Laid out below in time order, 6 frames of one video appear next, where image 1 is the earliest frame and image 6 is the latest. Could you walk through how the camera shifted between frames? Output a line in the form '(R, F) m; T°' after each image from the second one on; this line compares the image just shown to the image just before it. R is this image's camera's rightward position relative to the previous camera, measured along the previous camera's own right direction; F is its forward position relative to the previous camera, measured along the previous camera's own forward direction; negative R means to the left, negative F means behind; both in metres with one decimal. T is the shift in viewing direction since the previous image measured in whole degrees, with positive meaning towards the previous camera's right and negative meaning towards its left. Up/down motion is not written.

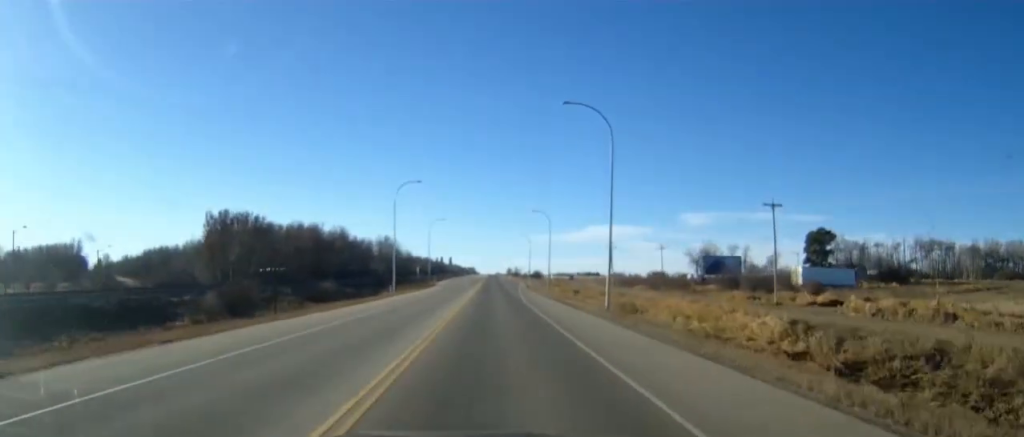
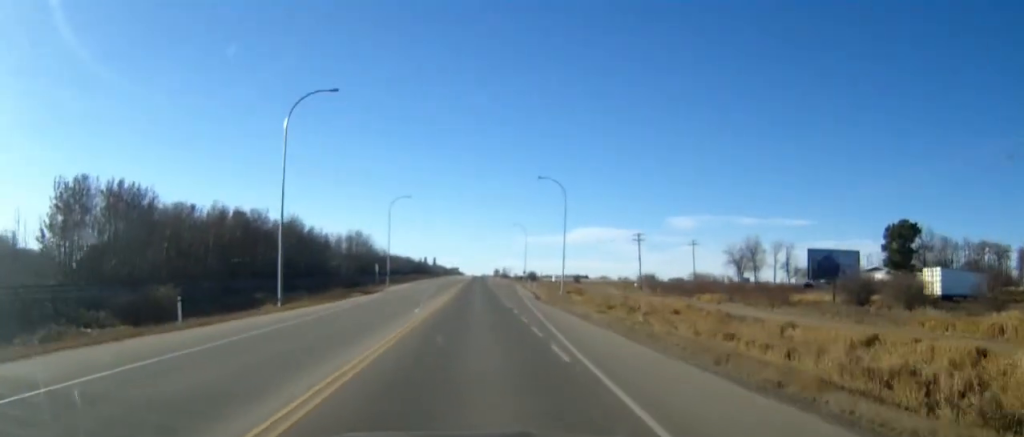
(+0.1, +42.3) m; +1°
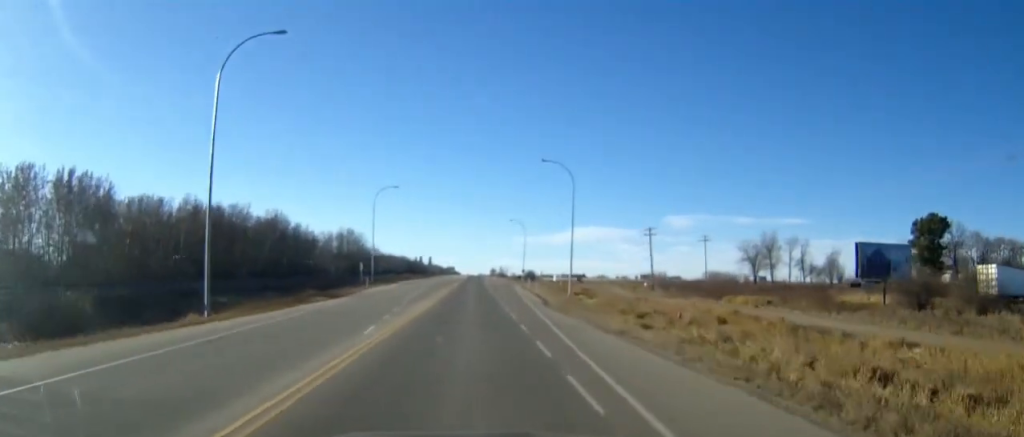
(0.0, +11.2) m; 0°
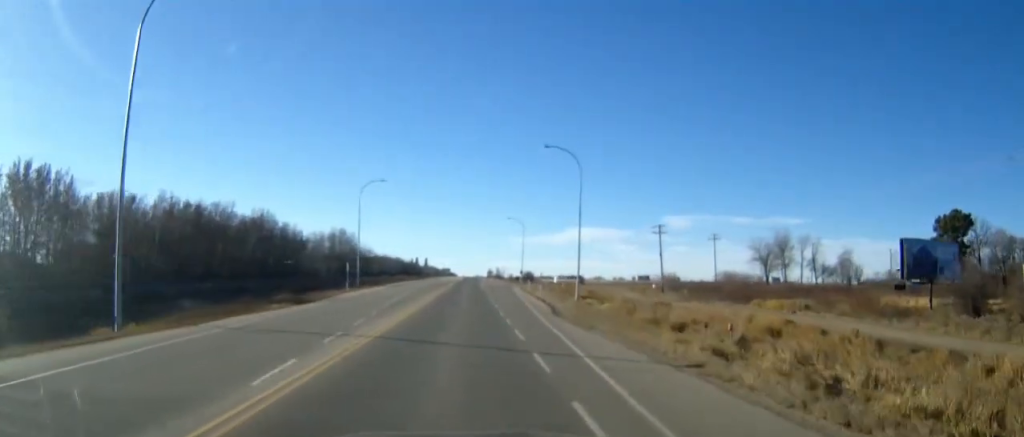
(0.0, +8.3) m; 0°
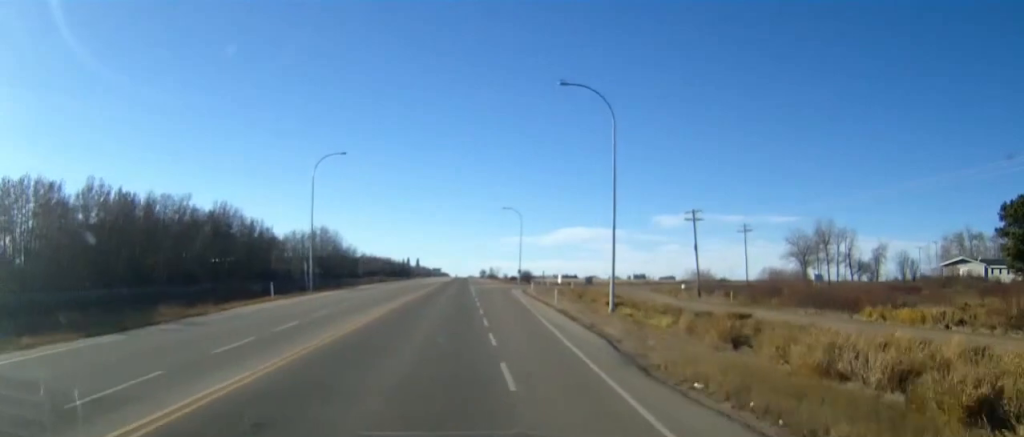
(+0.1, +20.4) m; 0°
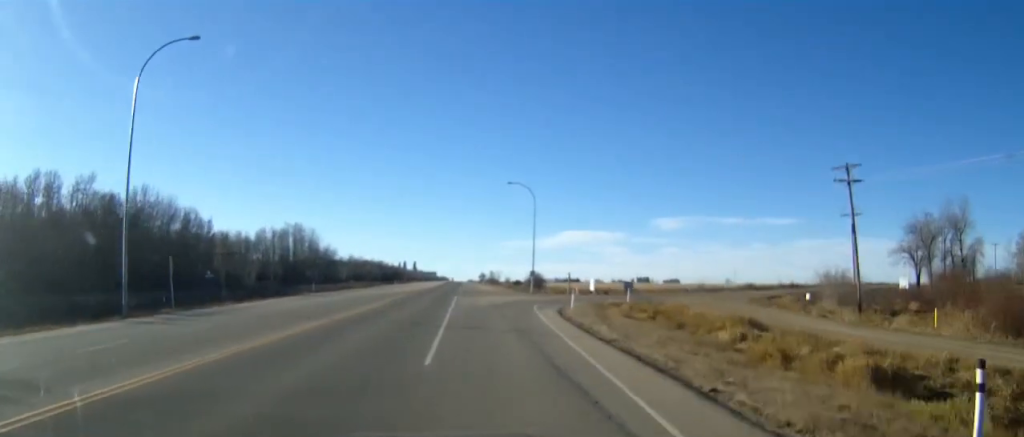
(+0.1, +37.3) m; 0°
